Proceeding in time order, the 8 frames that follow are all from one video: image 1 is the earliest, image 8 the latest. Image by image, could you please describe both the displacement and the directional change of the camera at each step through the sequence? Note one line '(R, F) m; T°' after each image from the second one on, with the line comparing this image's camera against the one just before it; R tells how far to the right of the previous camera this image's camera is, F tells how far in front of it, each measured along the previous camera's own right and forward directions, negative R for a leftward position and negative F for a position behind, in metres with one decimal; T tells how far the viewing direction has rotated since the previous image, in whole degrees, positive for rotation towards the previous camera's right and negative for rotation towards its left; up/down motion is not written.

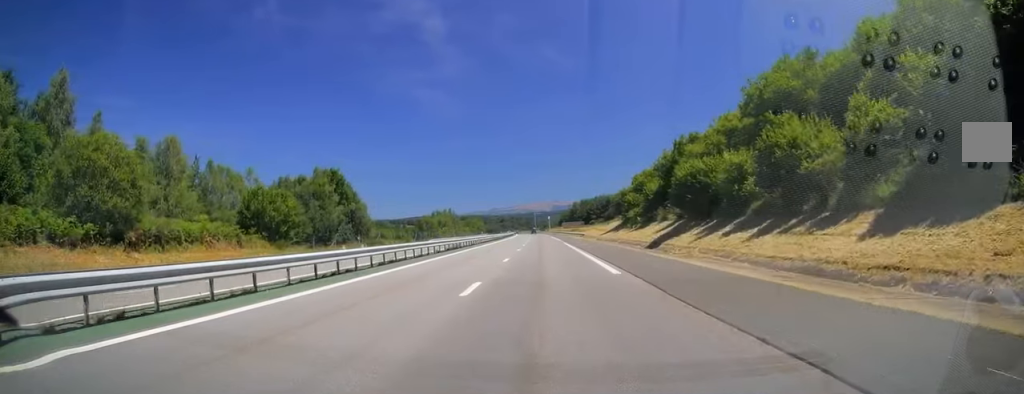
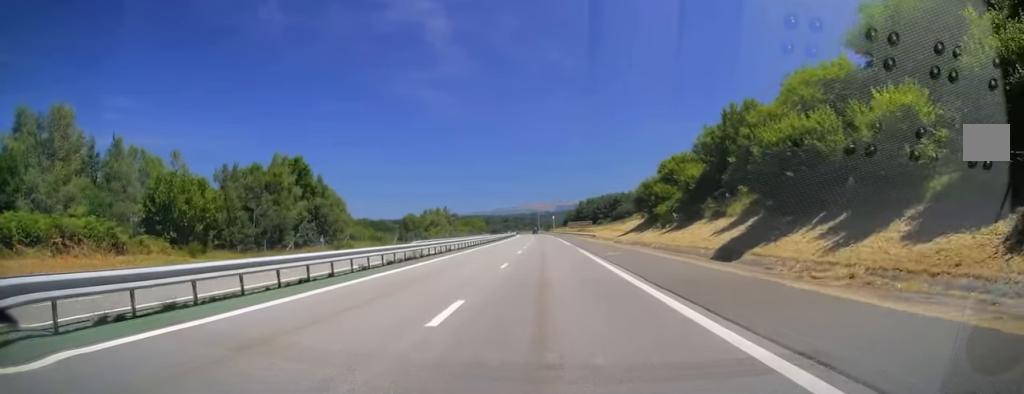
(0.0, +16.9) m; 0°
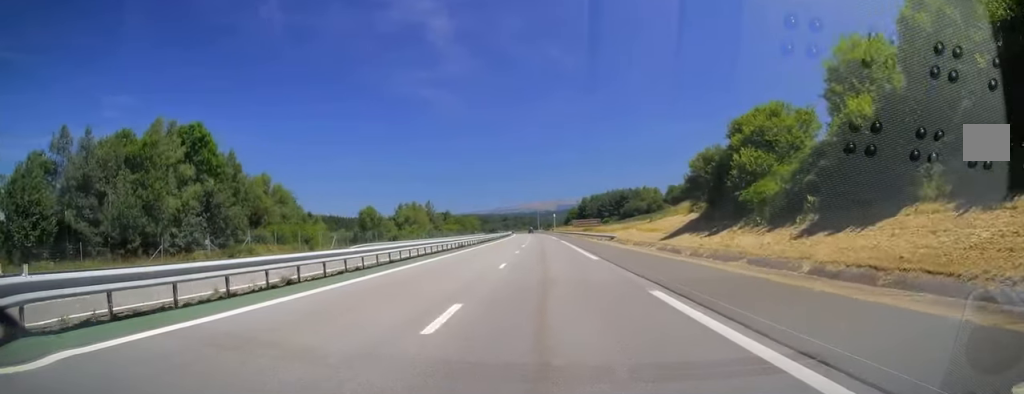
(0.0, +26.7) m; -1°
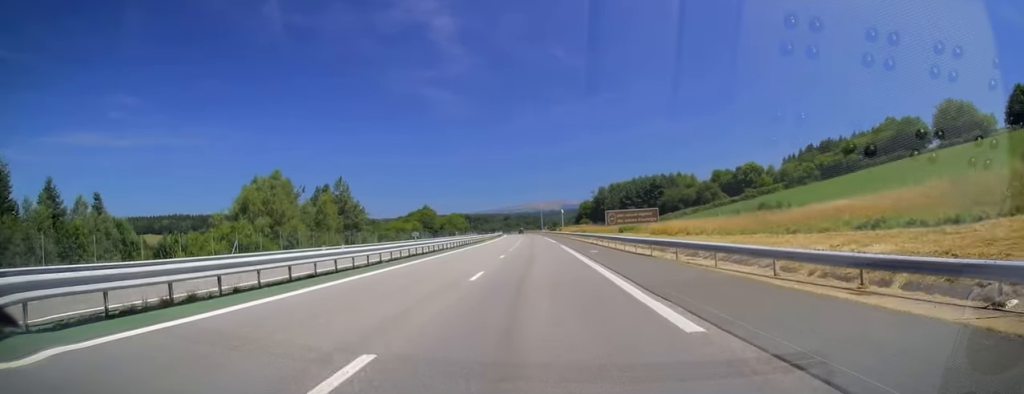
(-0.2, +69.6) m; 0°
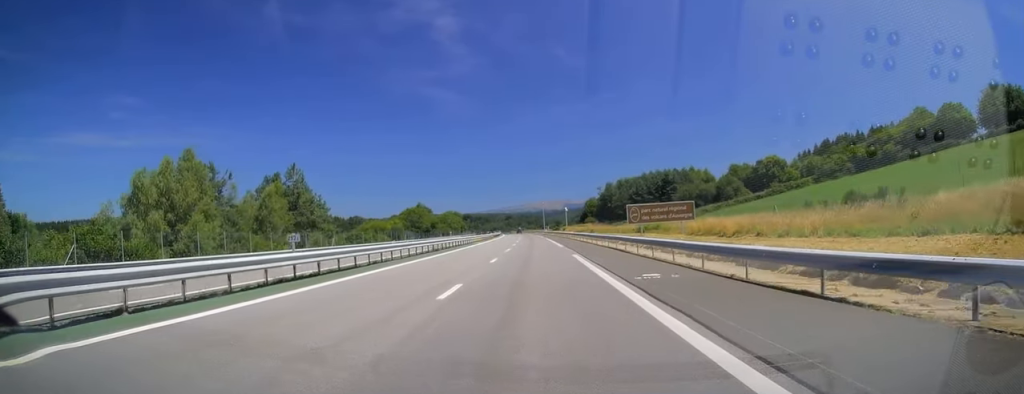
(-0.2, +17.3) m; 0°
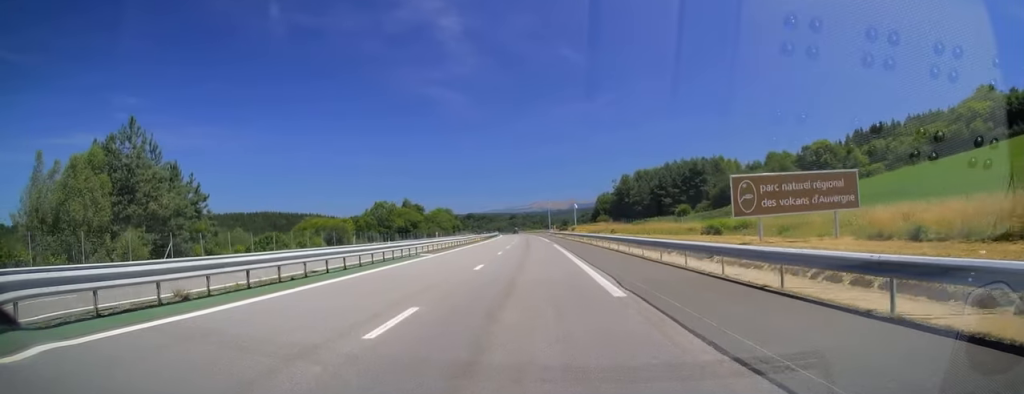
(+0.1, +30.6) m; -1°
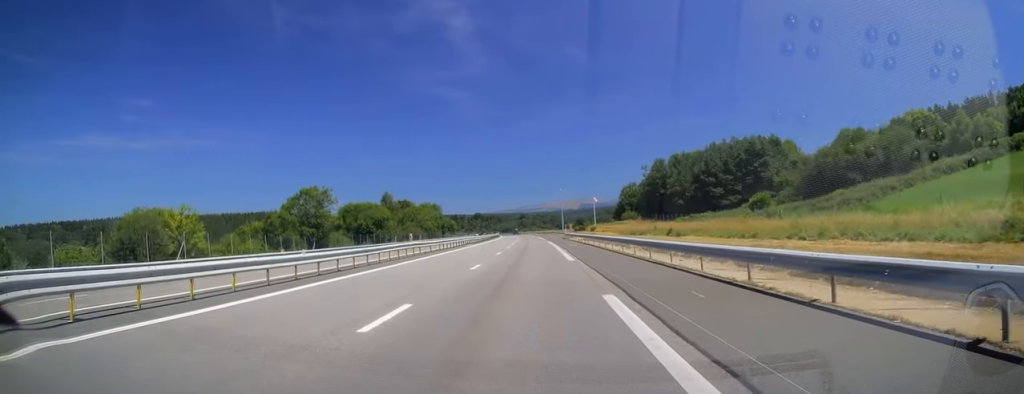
(-0.6, +38.5) m; -1°
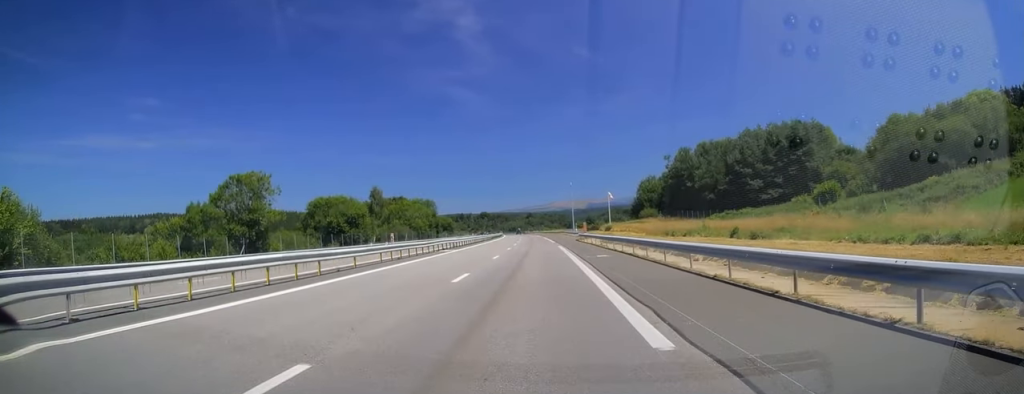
(0.0, +18.3) m; 0°
